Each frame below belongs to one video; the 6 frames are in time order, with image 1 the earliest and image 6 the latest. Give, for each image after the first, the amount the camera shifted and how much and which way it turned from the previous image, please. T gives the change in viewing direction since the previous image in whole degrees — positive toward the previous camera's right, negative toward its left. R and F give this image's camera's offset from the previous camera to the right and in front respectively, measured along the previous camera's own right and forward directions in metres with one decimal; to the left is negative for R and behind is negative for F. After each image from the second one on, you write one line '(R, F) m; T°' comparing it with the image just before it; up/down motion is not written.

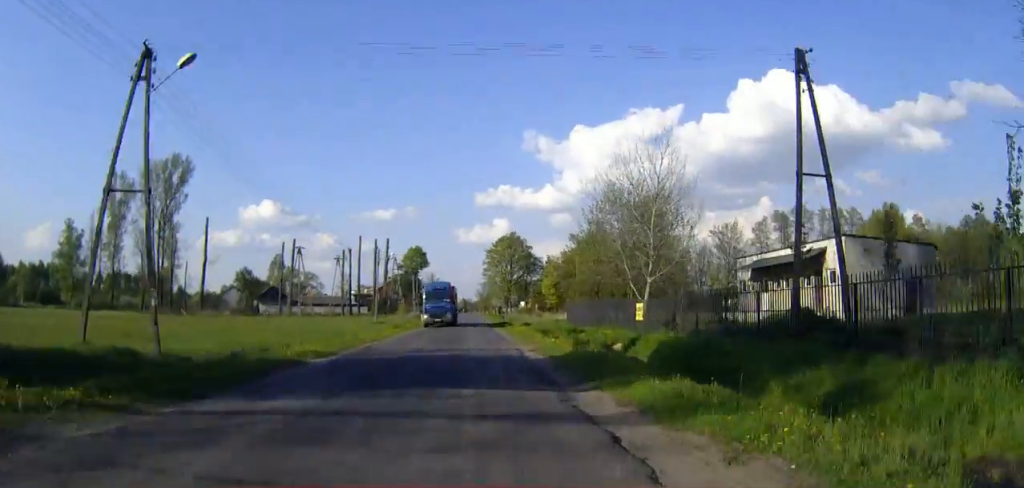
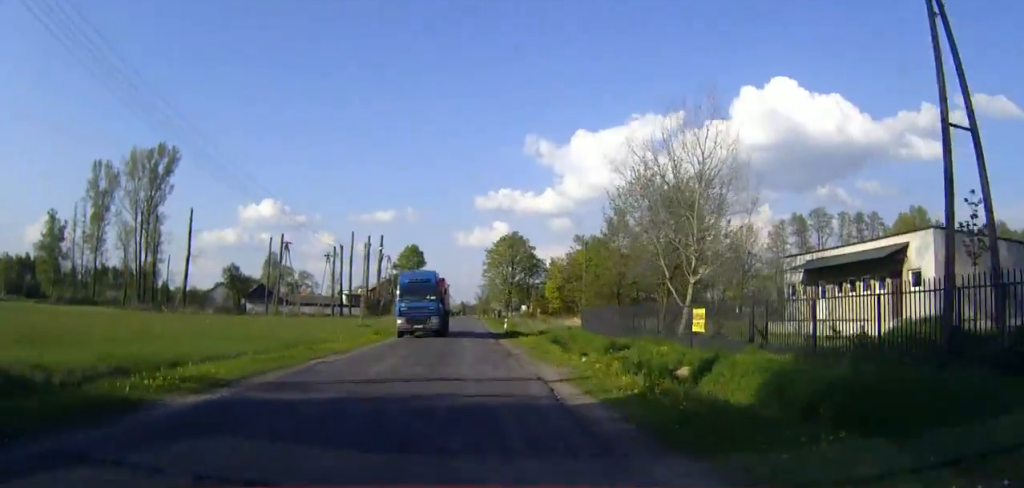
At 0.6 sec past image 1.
(0.0, +8.6) m; 0°
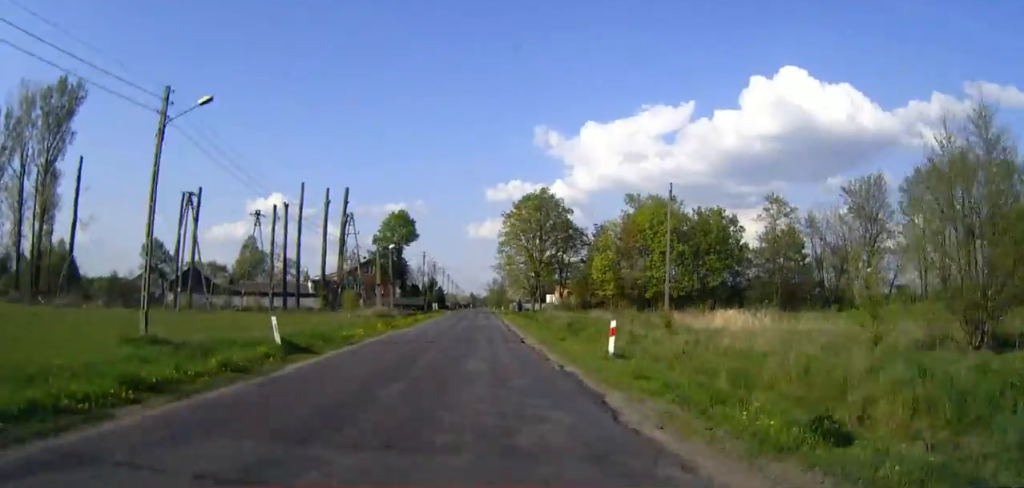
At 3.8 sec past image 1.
(-0.5, +45.5) m; -2°
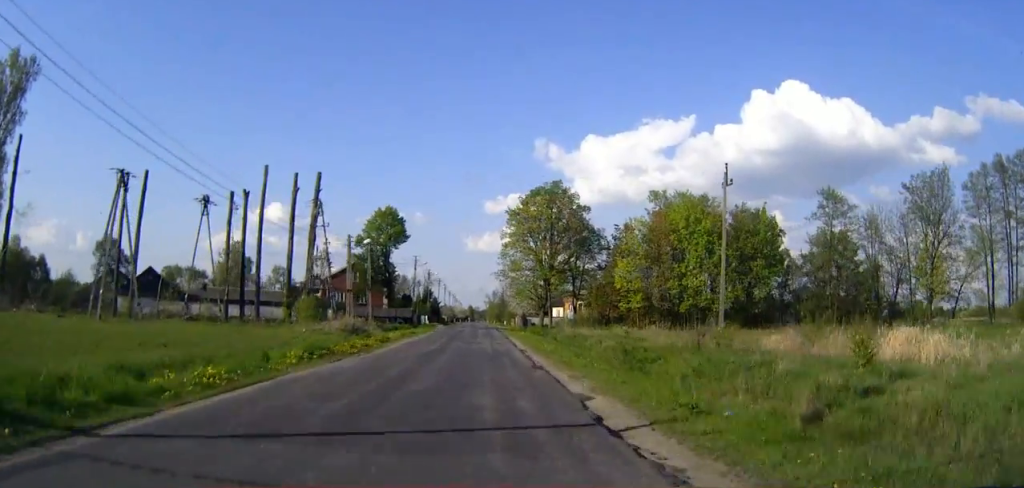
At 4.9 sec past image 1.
(+0.1, +16.1) m; 0°
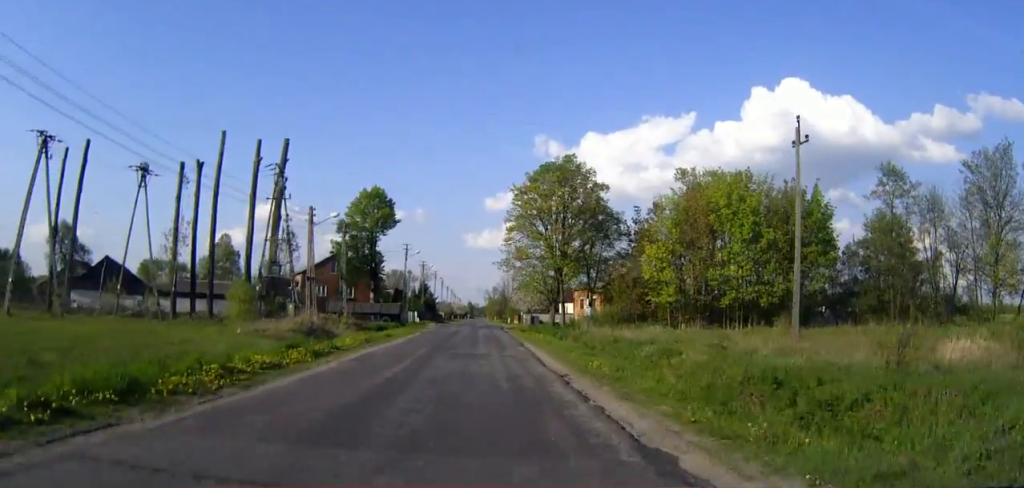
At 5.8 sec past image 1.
(0.0, +13.2) m; 0°
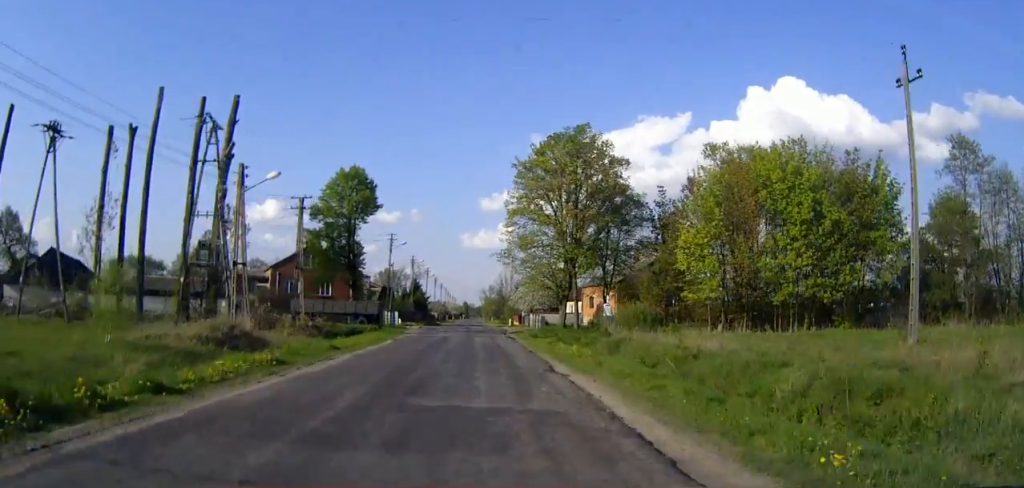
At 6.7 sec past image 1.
(0.0, +12.6) m; 0°
